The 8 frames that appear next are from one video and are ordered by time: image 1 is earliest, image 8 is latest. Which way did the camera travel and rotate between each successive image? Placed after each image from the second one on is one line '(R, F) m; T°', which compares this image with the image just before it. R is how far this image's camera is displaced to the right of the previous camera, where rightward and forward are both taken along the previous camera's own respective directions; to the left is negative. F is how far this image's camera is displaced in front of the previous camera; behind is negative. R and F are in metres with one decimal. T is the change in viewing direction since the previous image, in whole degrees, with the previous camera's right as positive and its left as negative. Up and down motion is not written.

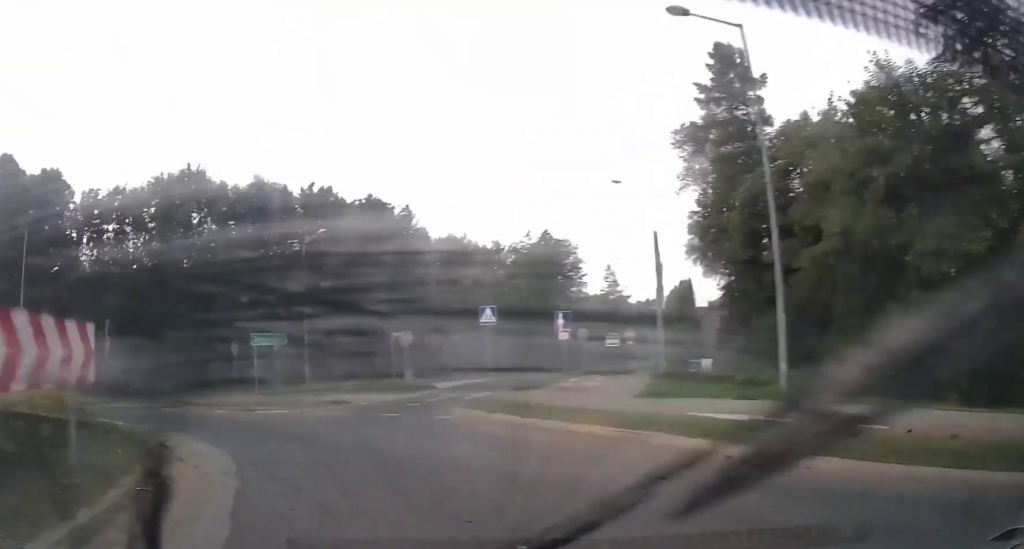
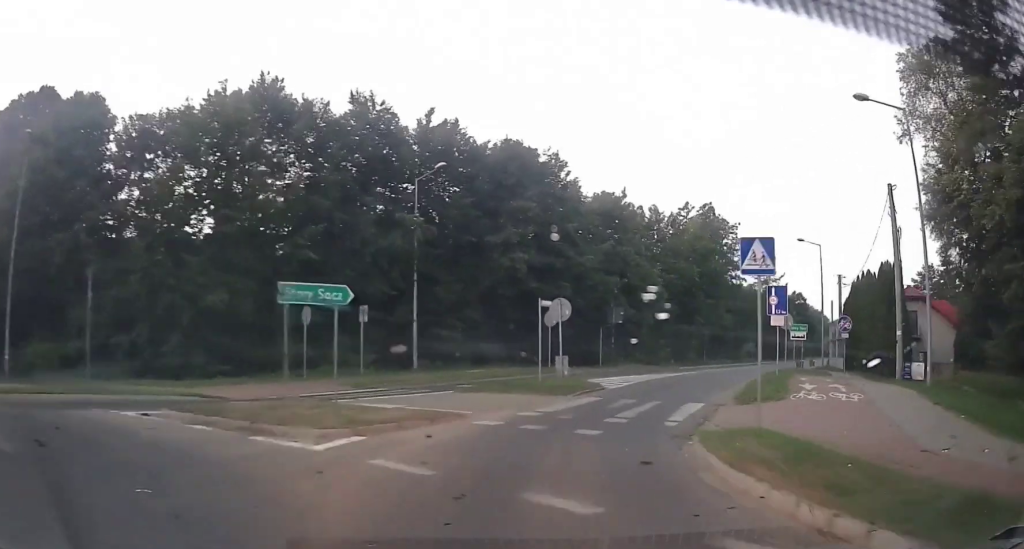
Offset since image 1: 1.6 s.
(-2.0, +12.3) m; -8°
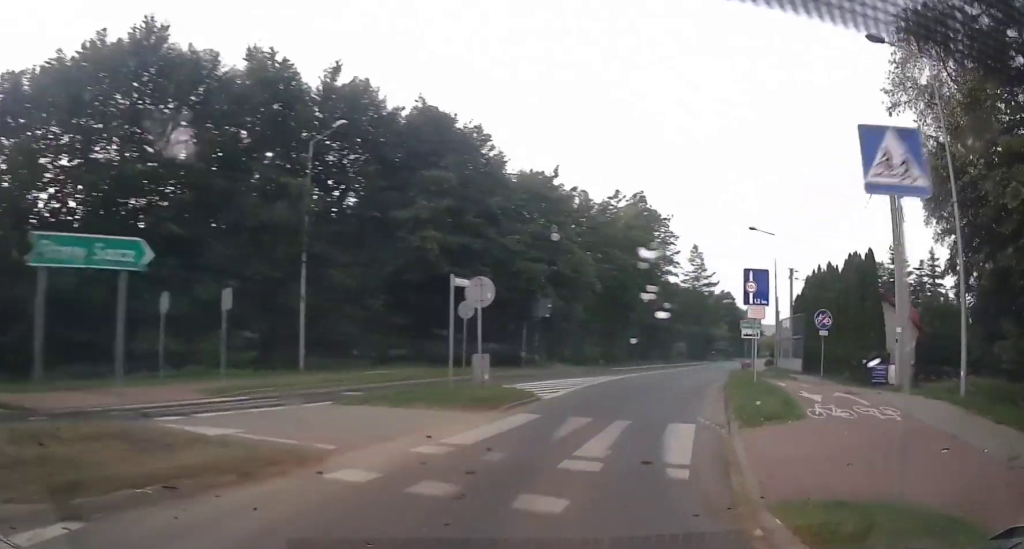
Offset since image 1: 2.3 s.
(+0.3, +6.1) m; +8°
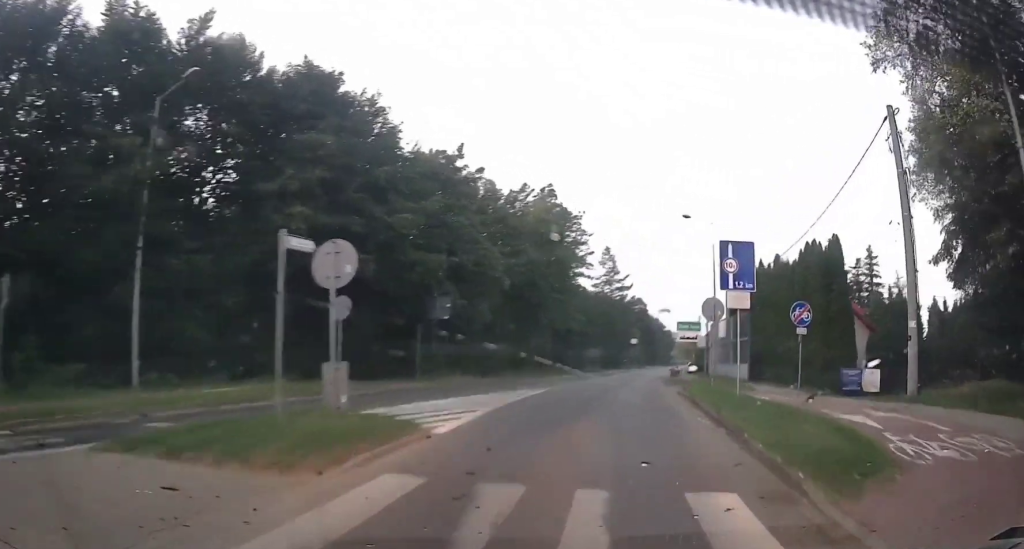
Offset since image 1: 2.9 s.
(+0.5, +6.5) m; +8°
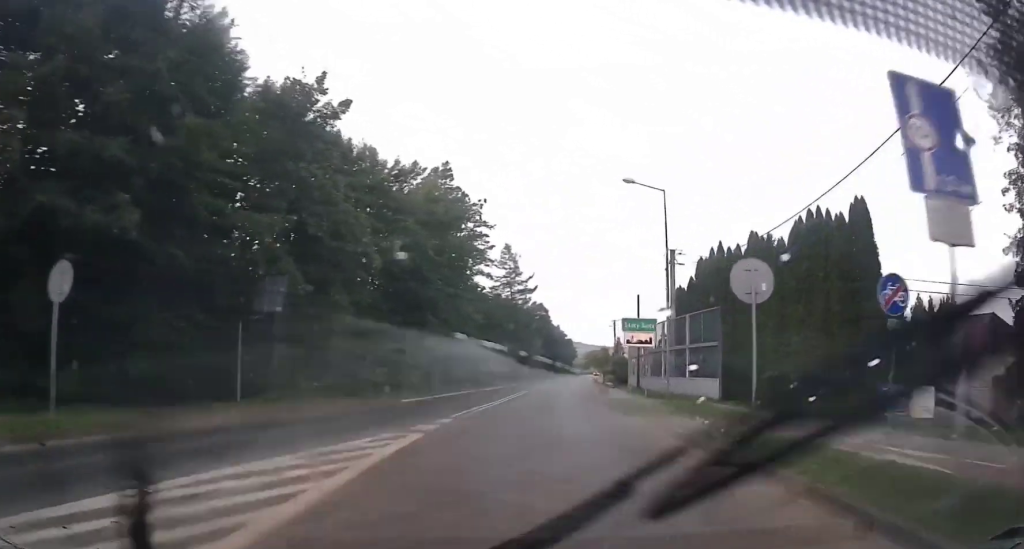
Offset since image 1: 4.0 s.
(+1.3, +11.5) m; +10°
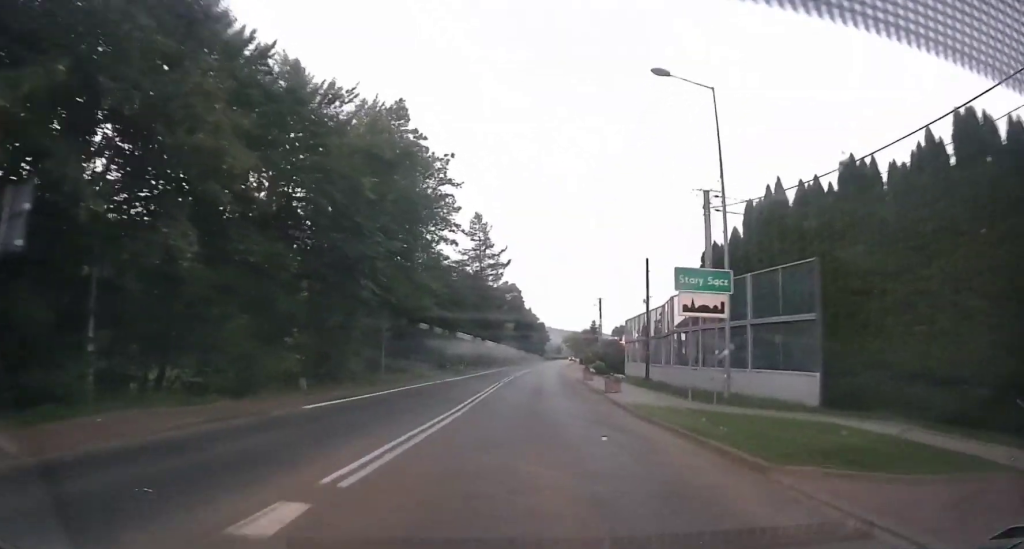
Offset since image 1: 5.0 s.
(+0.7, +12.0) m; +4°
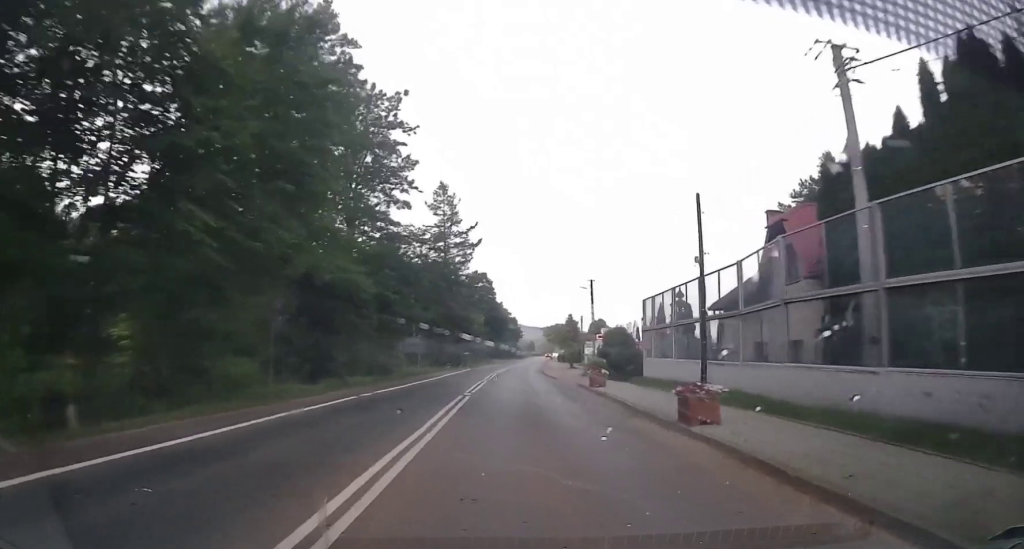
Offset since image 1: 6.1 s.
(+0.1, +15.2) m; 0°
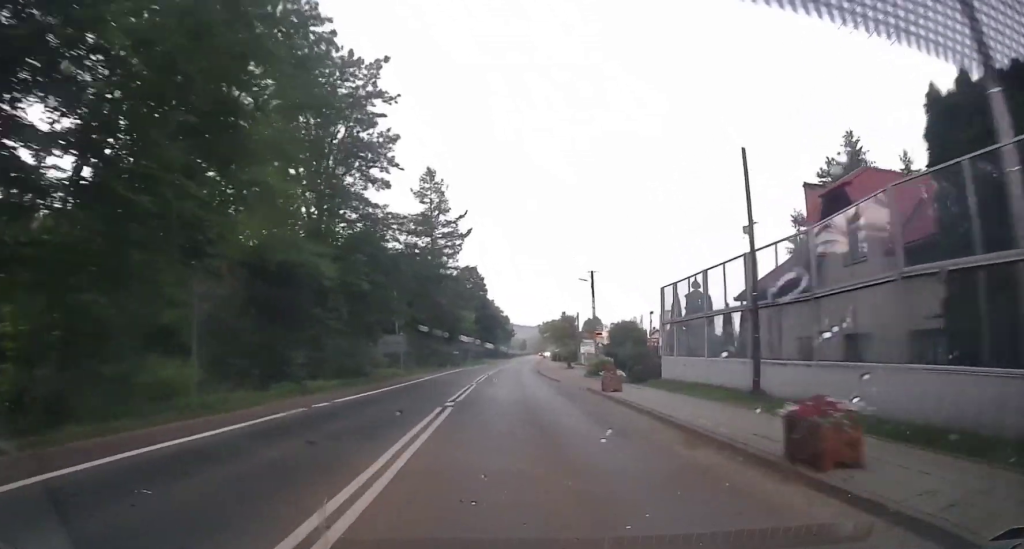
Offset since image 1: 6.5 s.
(0.0, +5.7) m; 0°
